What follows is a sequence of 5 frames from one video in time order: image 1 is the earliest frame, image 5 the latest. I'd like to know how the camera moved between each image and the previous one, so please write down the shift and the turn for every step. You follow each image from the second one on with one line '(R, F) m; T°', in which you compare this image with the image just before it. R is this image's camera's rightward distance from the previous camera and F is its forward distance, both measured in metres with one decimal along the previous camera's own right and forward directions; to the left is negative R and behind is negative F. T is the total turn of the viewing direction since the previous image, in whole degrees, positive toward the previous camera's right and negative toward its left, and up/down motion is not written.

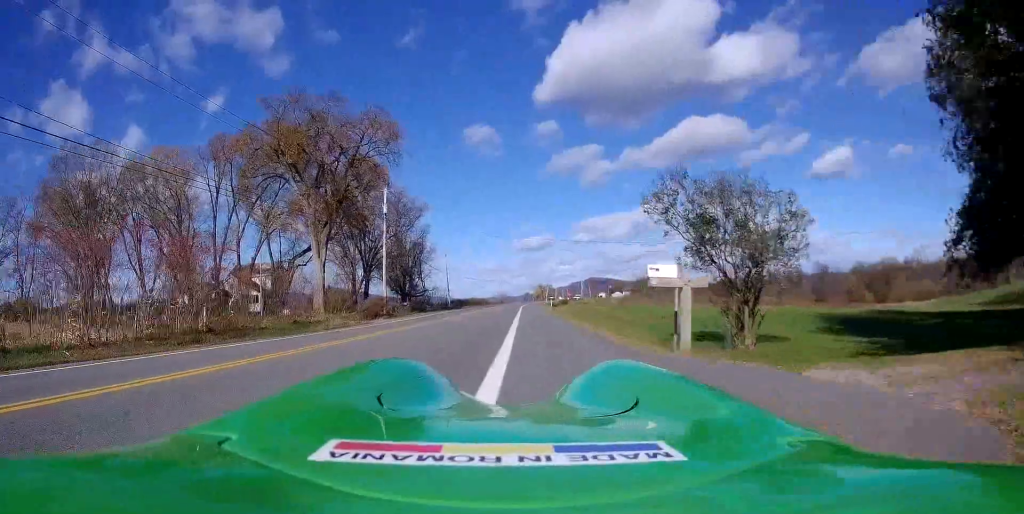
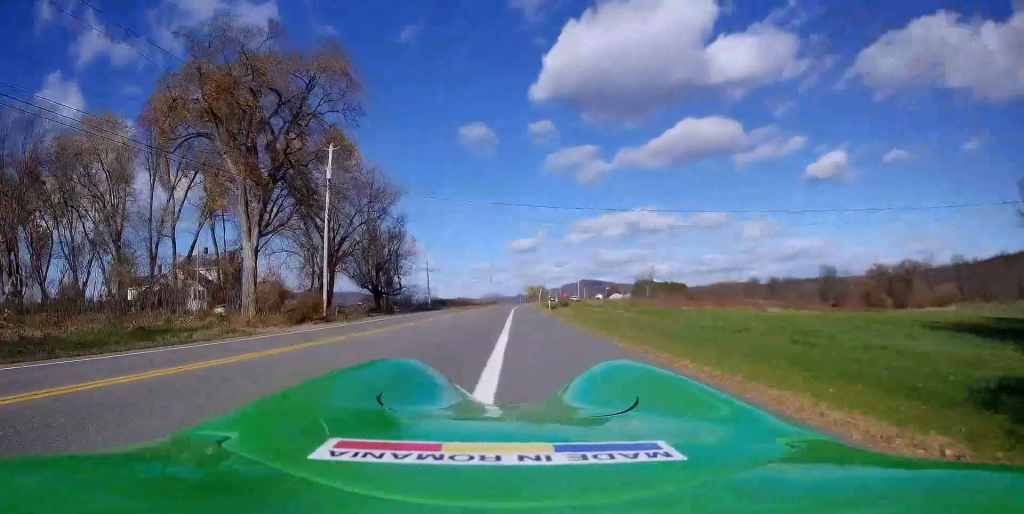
(-0.1, +15.5) m; 0°
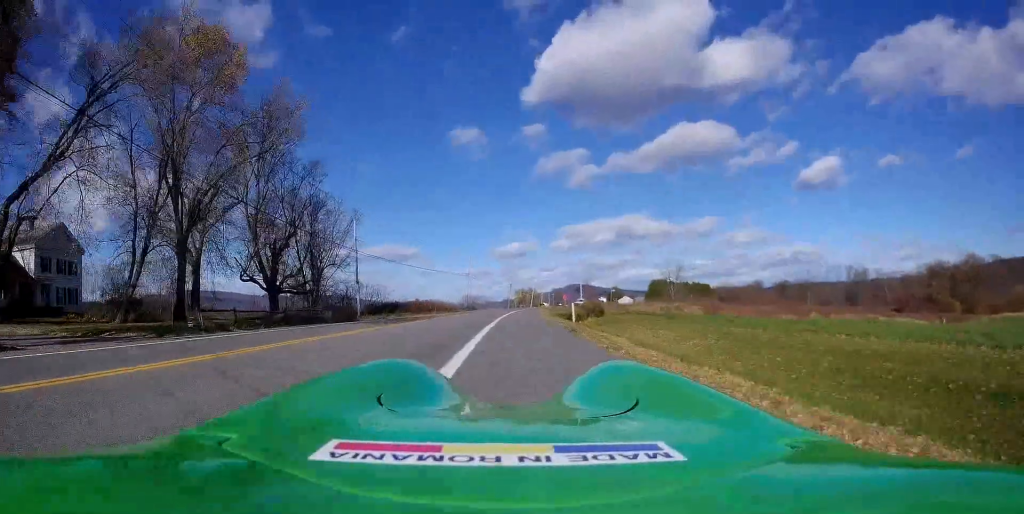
(+0.3, +38.7) m; +2°
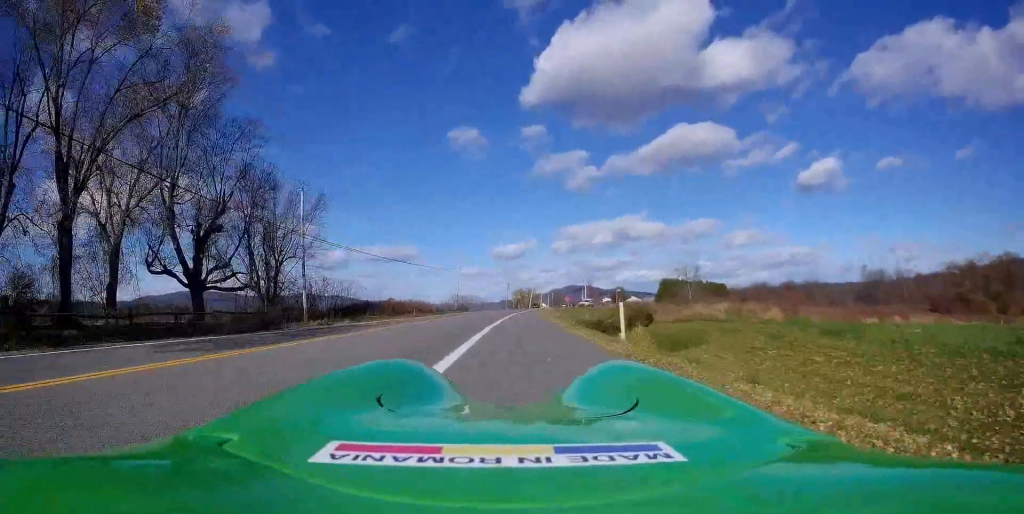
(+0.3, +14.7) m; +1°
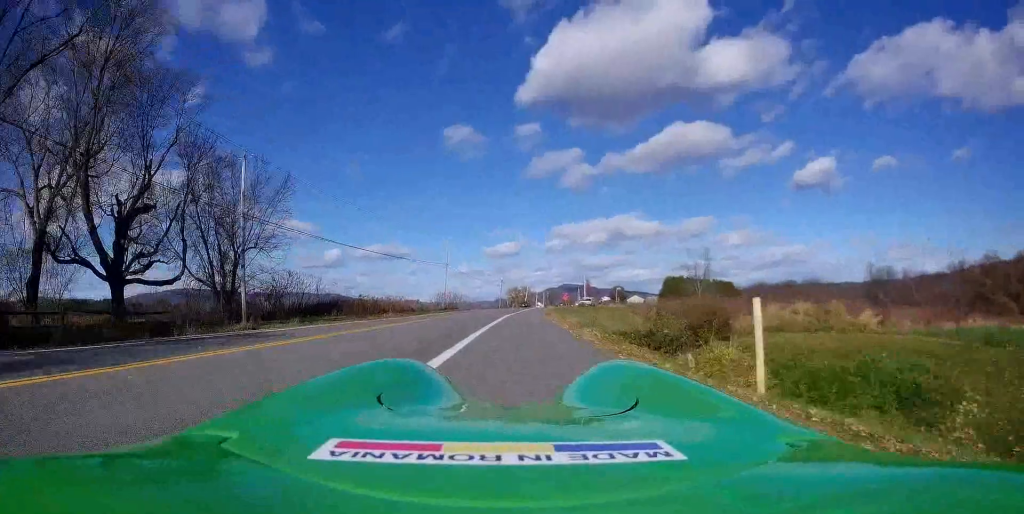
(+0.1, +9.6) m; -1°
